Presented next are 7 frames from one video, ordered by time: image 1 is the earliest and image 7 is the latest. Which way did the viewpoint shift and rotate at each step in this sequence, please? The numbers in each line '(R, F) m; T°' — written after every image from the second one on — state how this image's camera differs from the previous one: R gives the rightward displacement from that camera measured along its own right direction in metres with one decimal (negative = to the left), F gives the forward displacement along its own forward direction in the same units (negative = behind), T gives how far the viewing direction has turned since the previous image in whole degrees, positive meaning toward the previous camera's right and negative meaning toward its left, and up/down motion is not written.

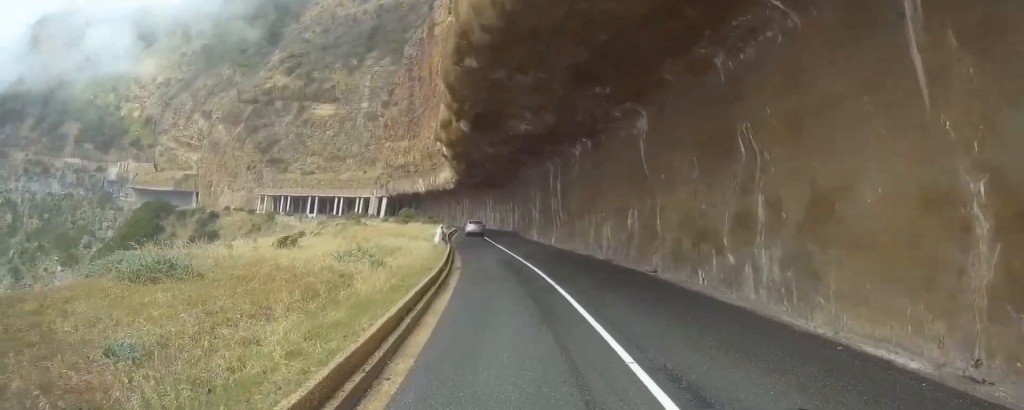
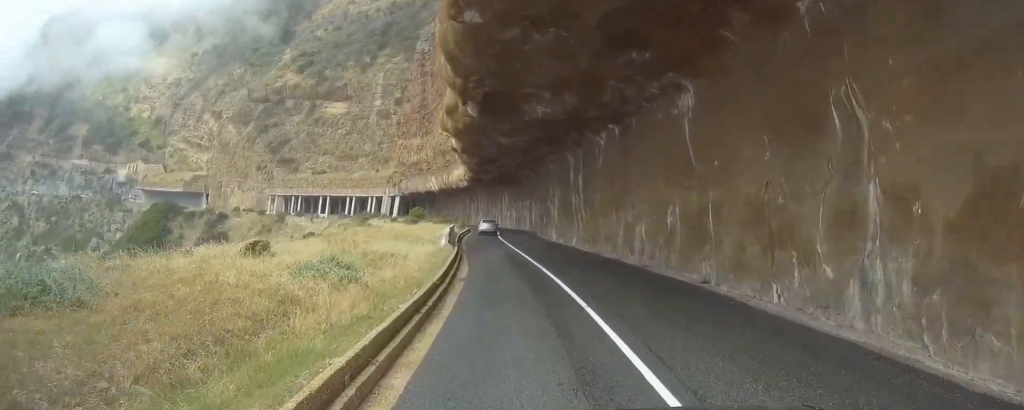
(+0.3, +4.5) m; +2°
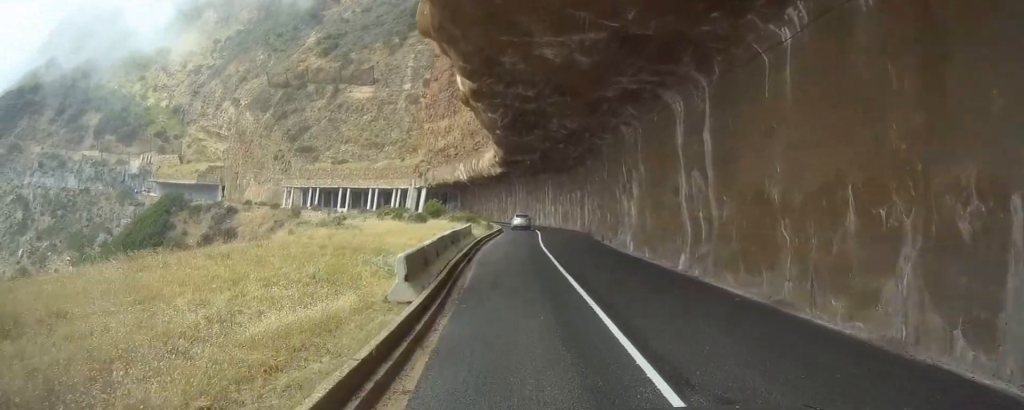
(-0.4, +20.5) m; -2°
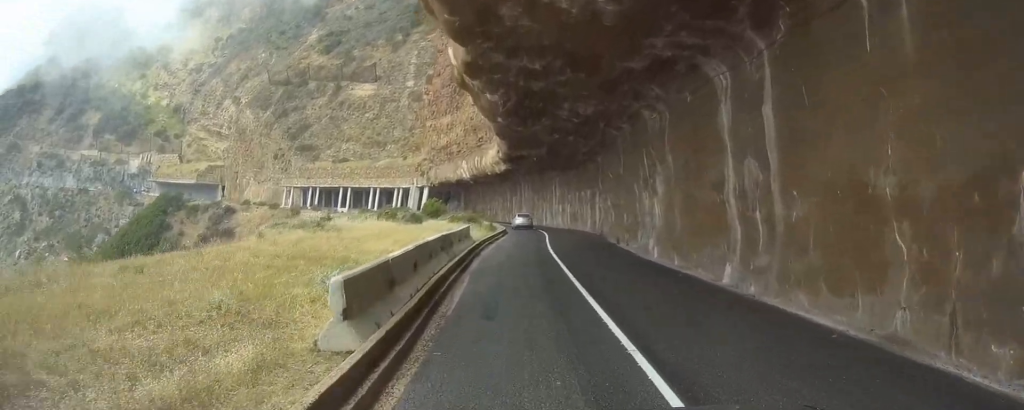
(0.0, +4.8) m; 0°
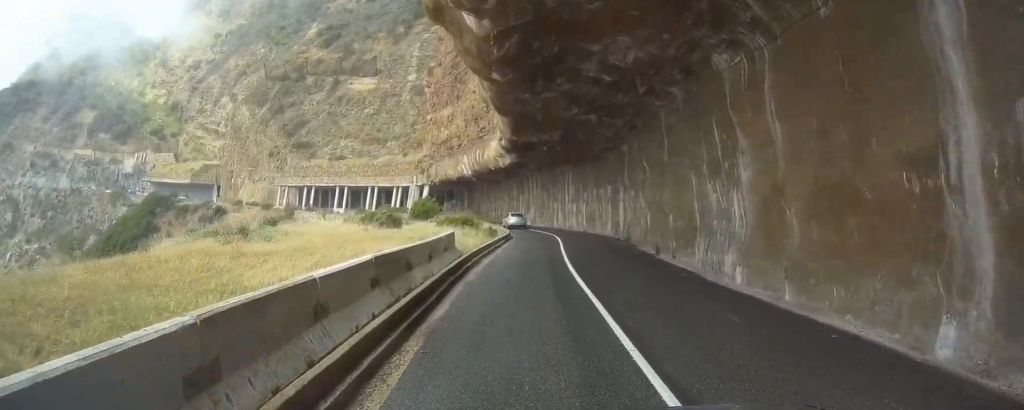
(+0.2, +10.5) m; +1°
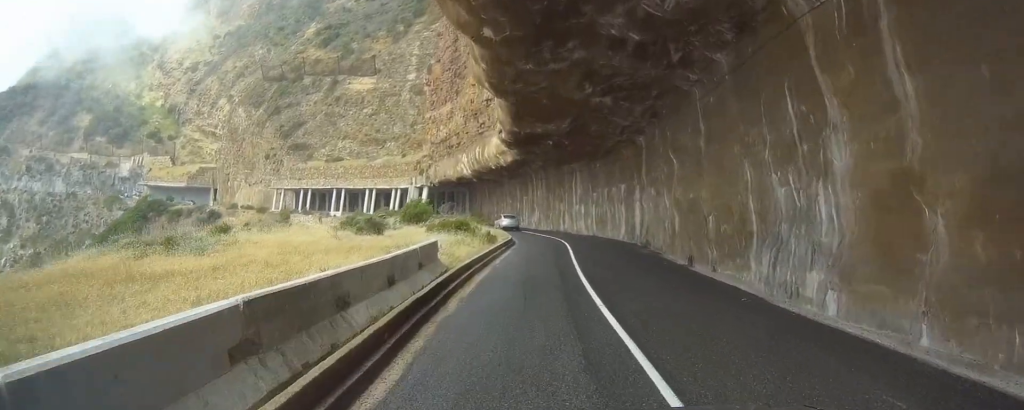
(0.0, +5.6) m; 0°
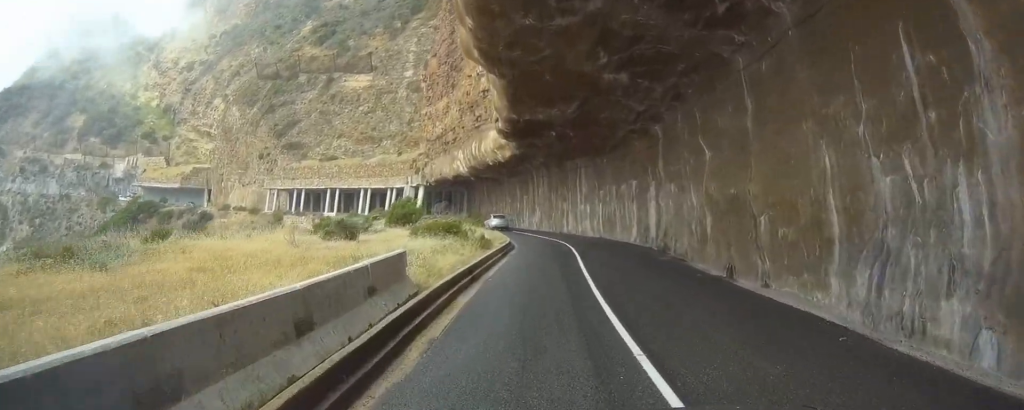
(0.0, +4.9) m; 0°
